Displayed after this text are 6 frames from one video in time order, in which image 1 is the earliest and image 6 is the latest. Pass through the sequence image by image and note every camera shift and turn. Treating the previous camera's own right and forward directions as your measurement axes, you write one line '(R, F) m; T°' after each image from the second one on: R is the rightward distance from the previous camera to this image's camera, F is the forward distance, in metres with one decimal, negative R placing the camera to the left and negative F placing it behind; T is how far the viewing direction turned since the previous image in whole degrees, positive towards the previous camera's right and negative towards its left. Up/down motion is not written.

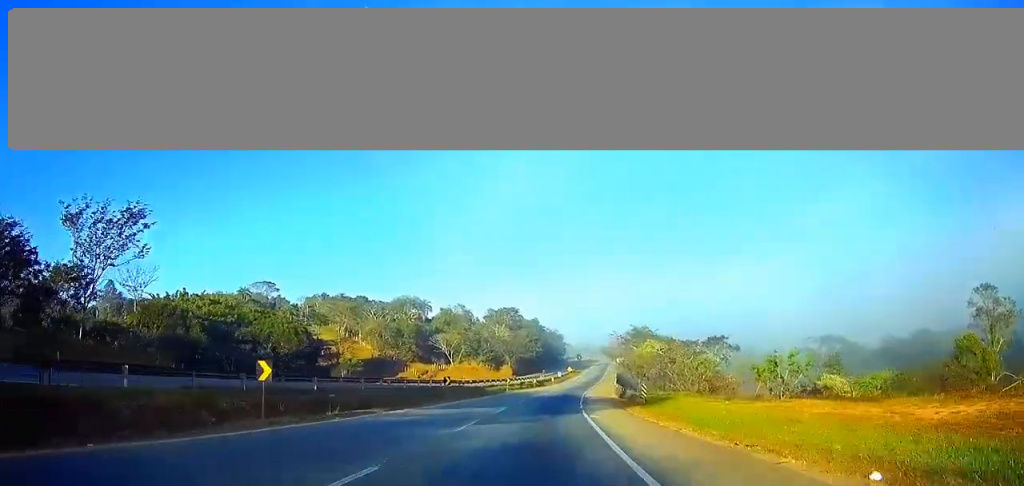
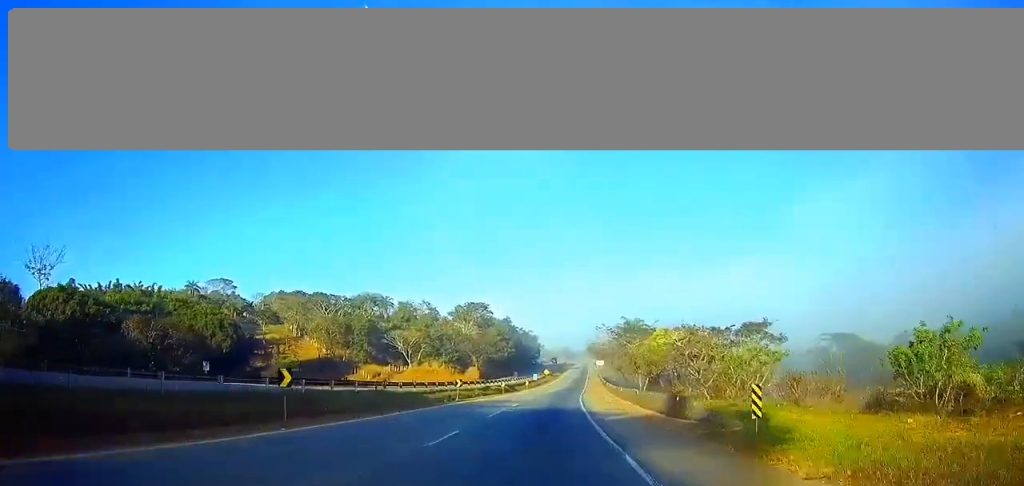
(+0.6, +27.4) m; +2°
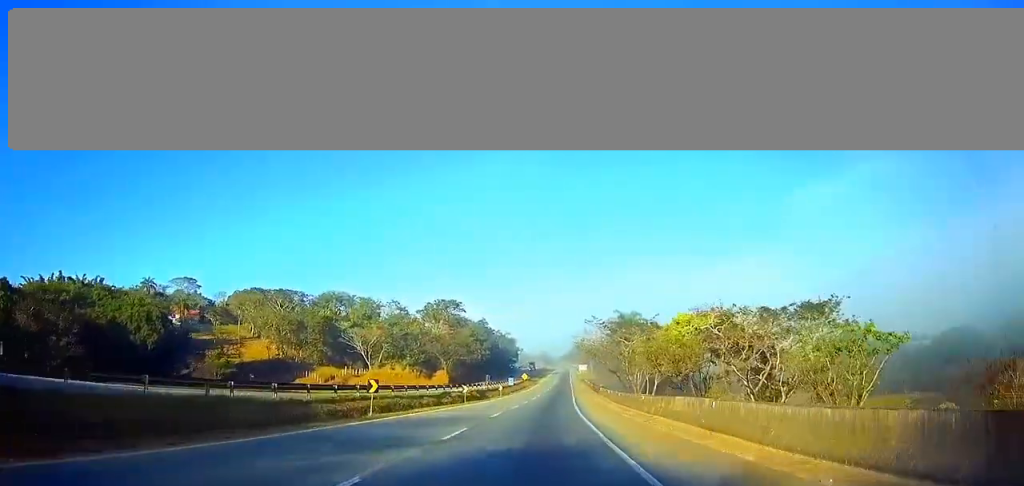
(+0.5, +20.9) m; +1°
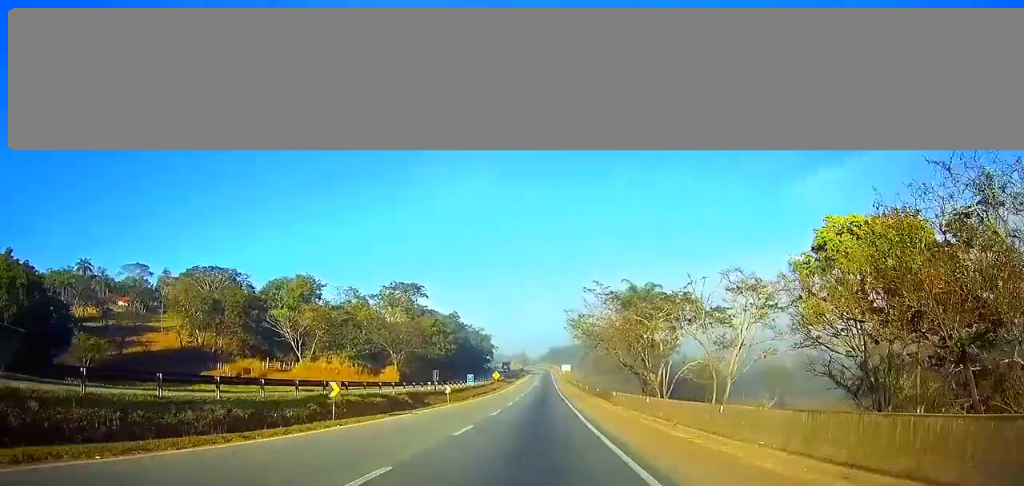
(+0.5, +33.1) m; +1°
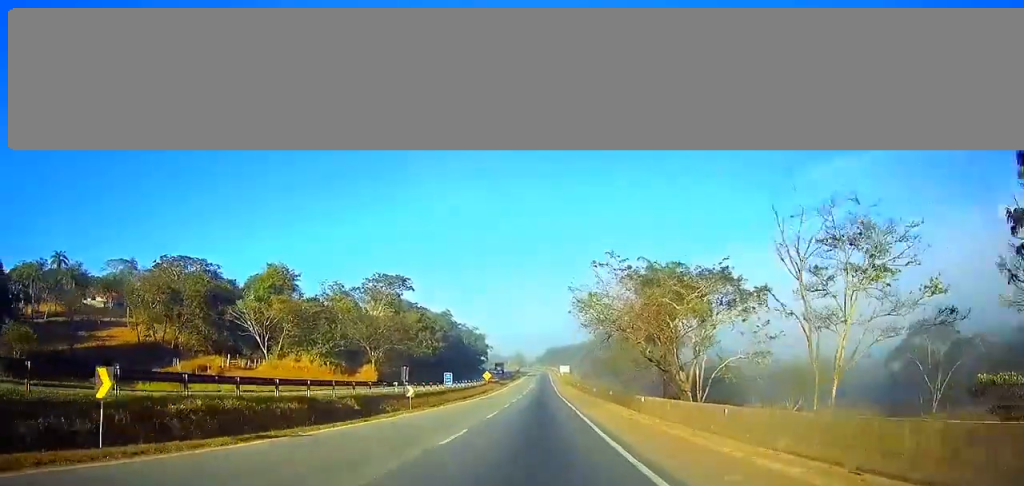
(-0.1, +14.4) m; 0°
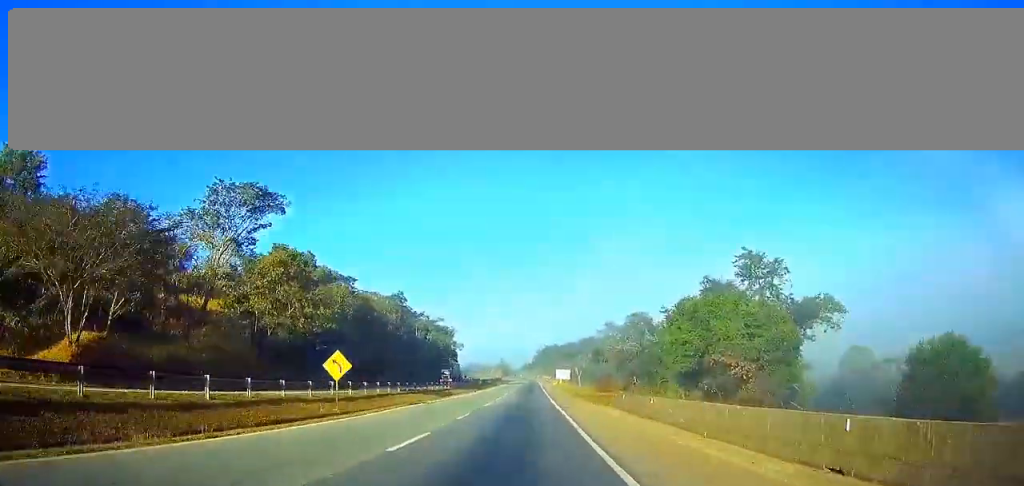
(+1.2, +72.8) m; 0°
